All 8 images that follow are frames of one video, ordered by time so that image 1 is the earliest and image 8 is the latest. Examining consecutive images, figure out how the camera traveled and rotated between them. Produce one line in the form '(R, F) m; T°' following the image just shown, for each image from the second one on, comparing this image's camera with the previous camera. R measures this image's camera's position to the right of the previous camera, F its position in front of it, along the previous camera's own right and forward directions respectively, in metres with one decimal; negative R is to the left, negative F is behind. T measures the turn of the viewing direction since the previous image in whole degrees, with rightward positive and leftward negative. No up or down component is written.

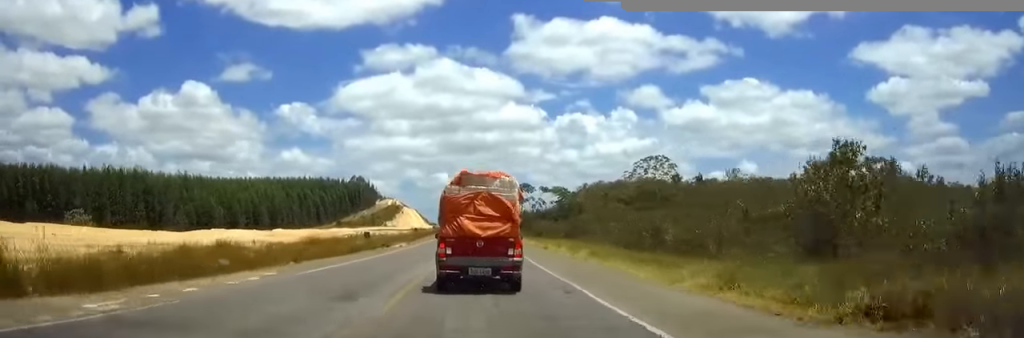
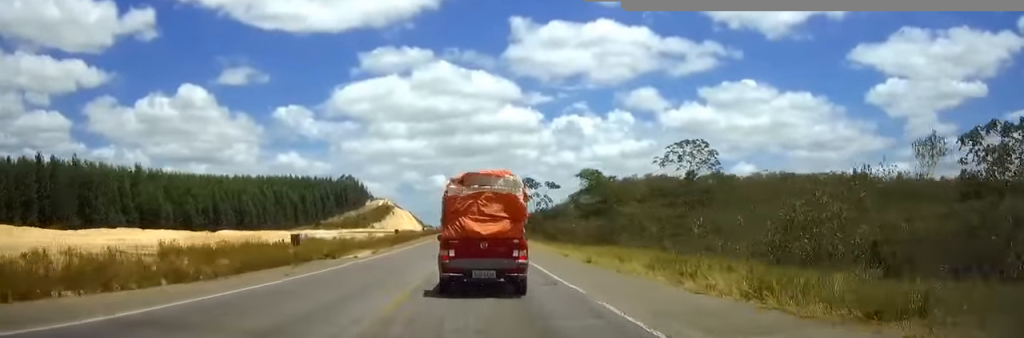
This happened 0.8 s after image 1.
(+0.1, +17.9) m; 0°
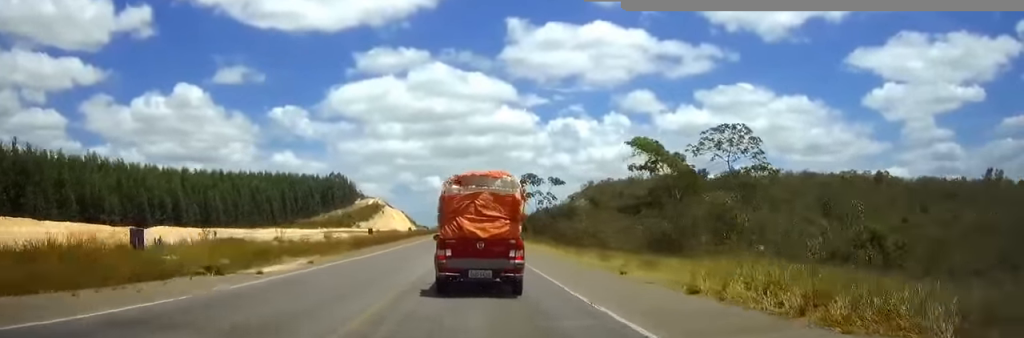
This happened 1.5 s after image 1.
(+0.1, +13.9) m; 0°
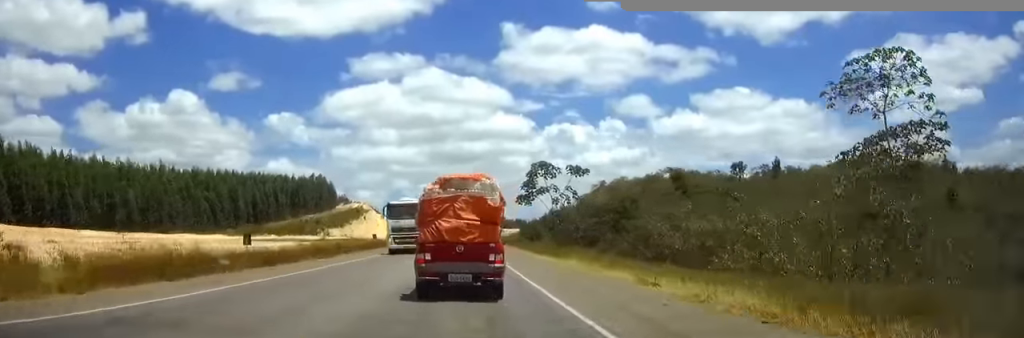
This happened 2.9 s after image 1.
(0.0, +29.0) m; 0°
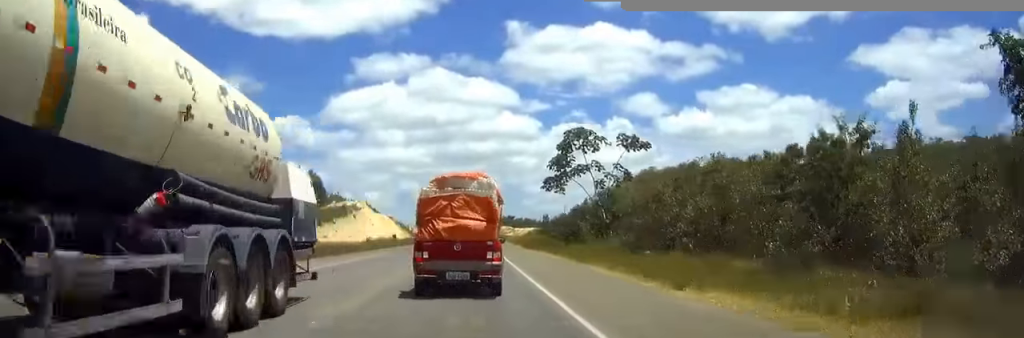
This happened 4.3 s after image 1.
(0.0, +26.3) m; -1°
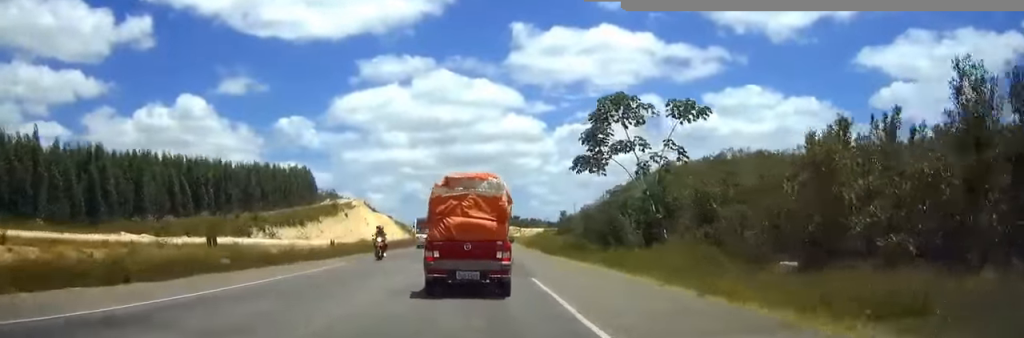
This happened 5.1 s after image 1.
(-0.1, +15.4) m; 0°
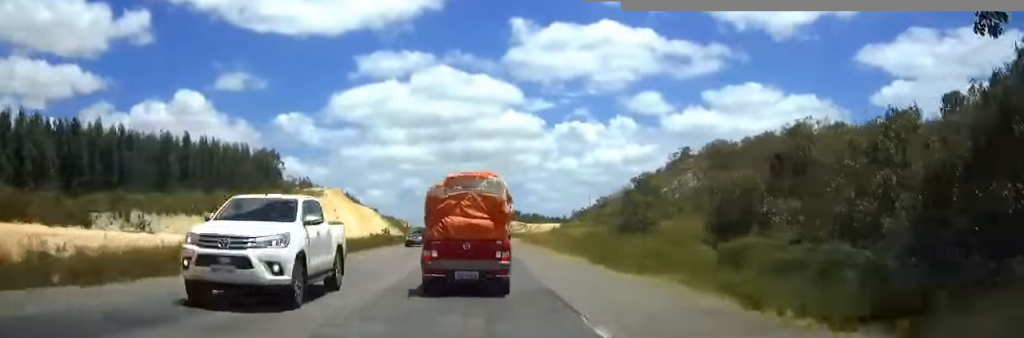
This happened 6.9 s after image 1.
(-0.1, +35.5) m; -1°
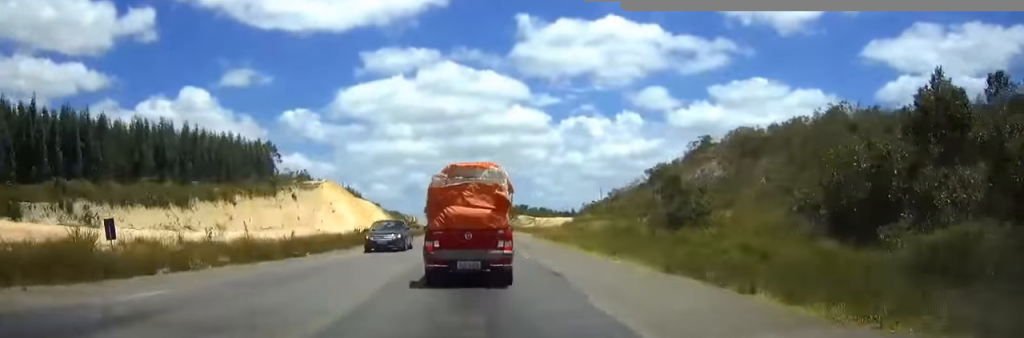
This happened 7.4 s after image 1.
(-0.1, +9.4) m; 0°
